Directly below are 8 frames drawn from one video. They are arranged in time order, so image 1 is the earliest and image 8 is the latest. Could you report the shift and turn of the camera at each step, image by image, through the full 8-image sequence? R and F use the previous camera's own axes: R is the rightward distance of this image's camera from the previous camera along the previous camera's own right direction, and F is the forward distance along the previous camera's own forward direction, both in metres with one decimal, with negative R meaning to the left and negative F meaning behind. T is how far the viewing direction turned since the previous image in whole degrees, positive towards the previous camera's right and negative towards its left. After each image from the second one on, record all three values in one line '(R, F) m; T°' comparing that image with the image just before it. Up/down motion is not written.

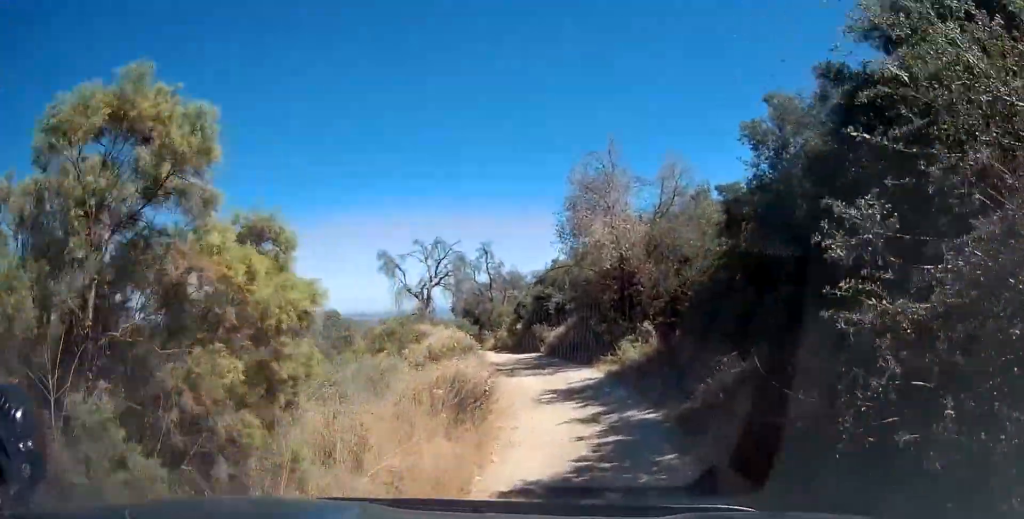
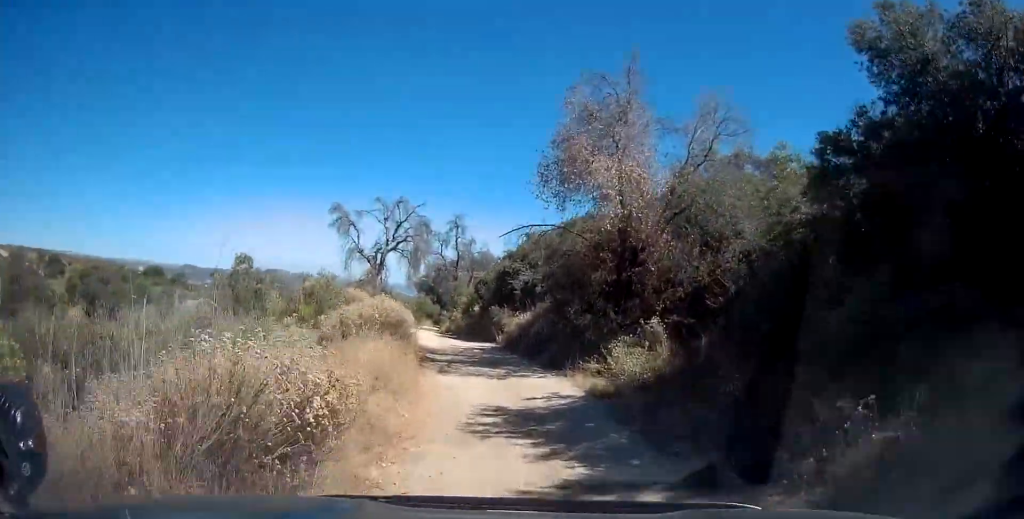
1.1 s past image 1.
(+0.3, +6.1) m; 0°
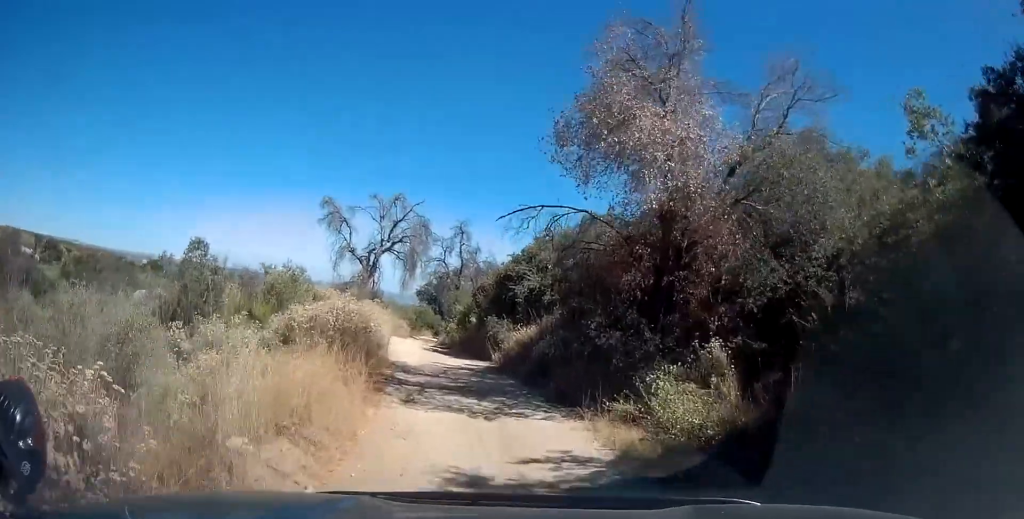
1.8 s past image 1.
(-0.2, +3.9) m; 0°
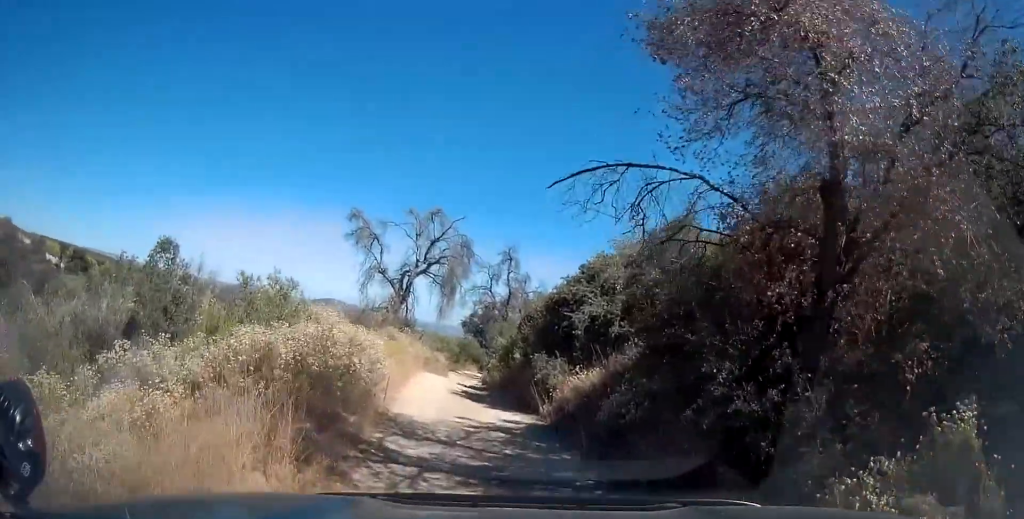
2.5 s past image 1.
(0.0, +4.5) m; -1°
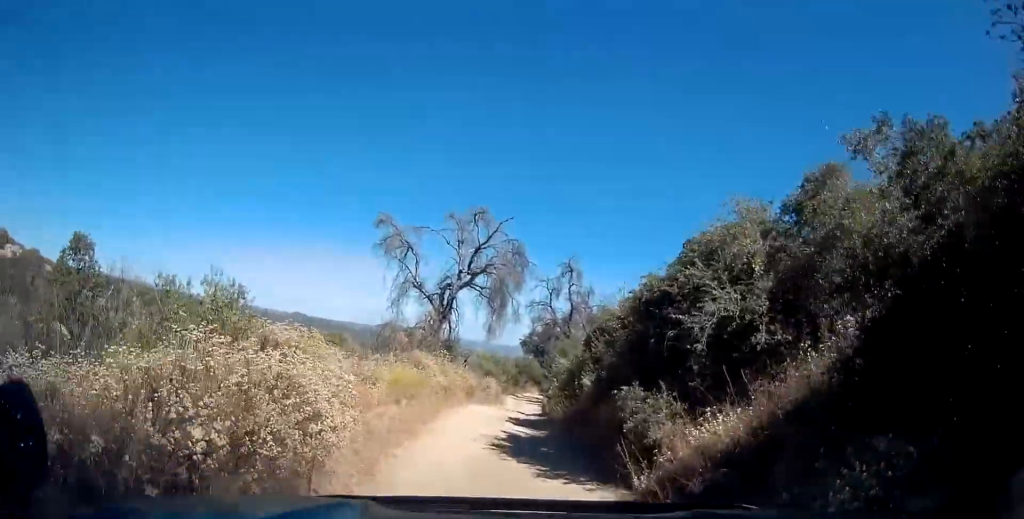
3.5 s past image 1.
(0.0, +5.7) m; -4°
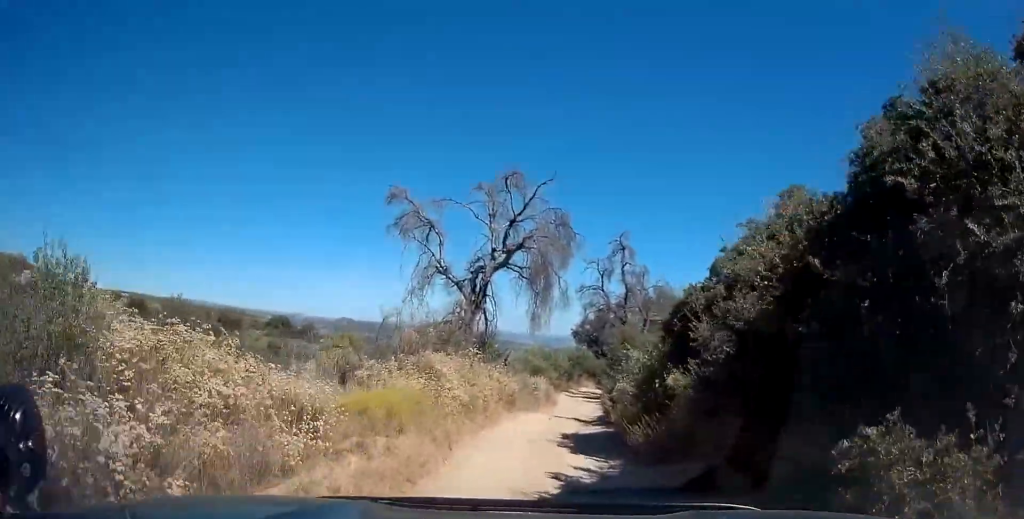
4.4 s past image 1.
(-0.3, +5.3) m; -5°
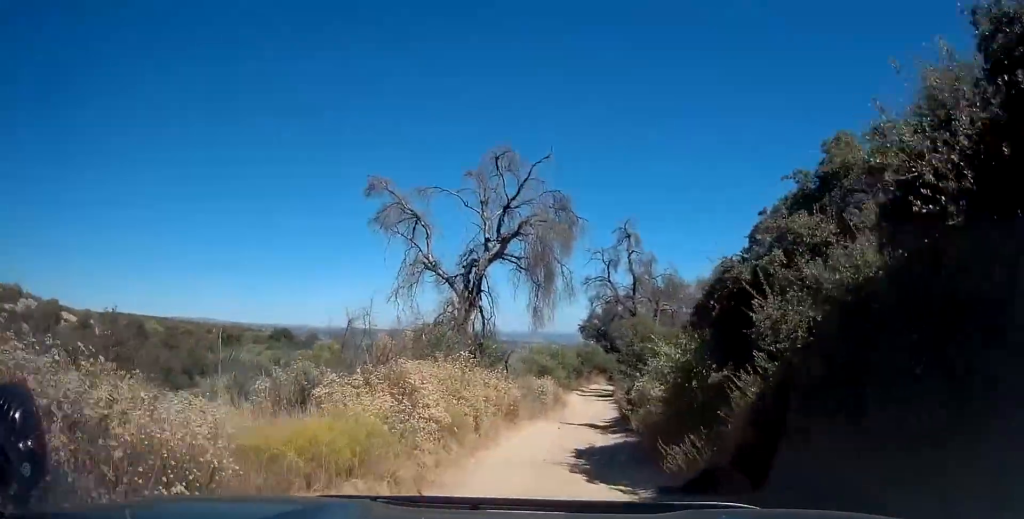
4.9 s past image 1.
(0.0, +2.7) m; -1°
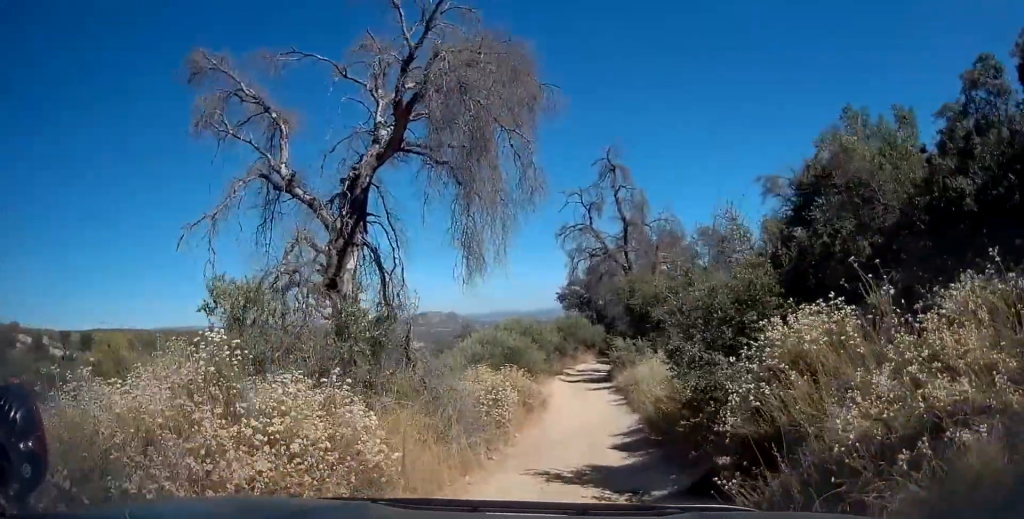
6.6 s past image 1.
(-0.4, +10.2) m; -3°
